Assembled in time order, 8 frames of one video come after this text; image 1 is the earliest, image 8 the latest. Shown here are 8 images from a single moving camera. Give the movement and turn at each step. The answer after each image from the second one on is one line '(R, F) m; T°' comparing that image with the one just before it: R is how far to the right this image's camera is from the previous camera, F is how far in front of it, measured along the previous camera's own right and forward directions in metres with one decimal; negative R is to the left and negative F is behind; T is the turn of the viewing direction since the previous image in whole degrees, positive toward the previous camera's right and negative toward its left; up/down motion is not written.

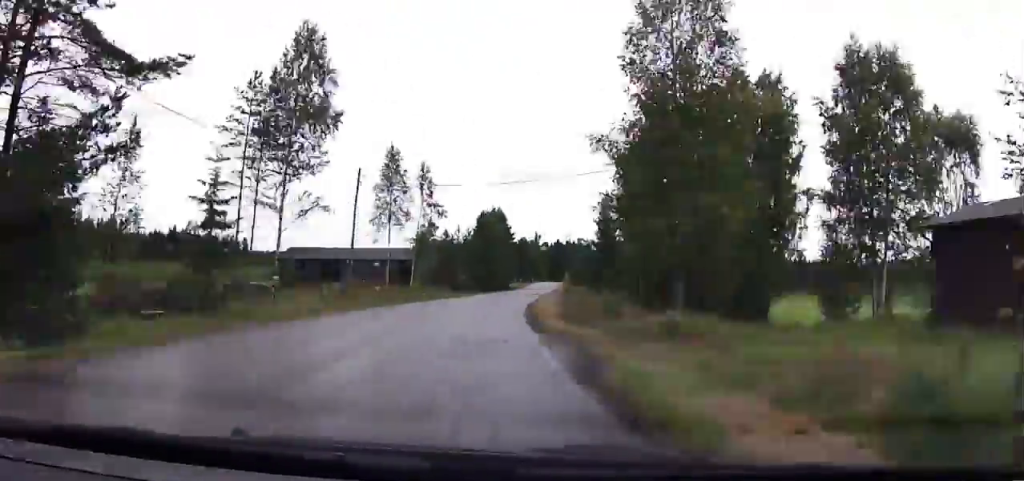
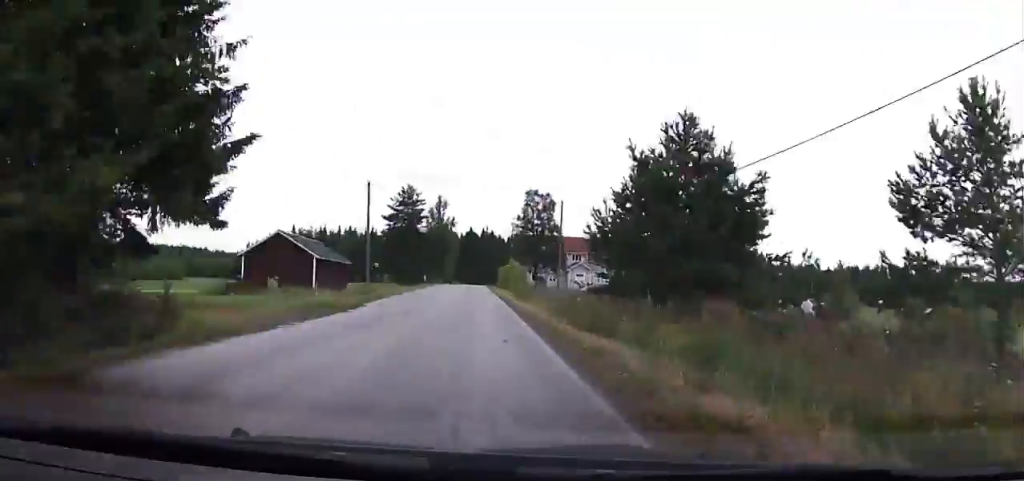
(+6.3, +102.5) m; +5°
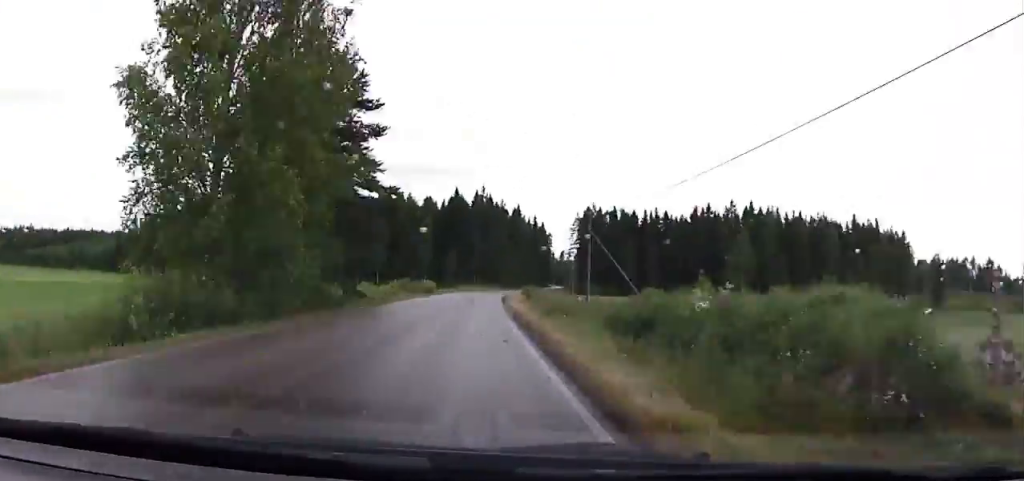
(+3.5, +102.9) m; +4°
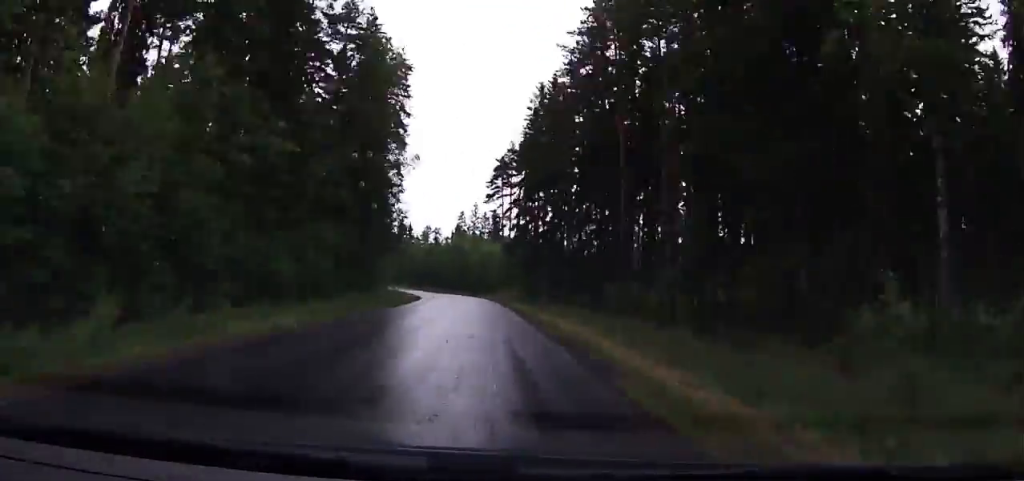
(+11.9, +206.1) m; -4°
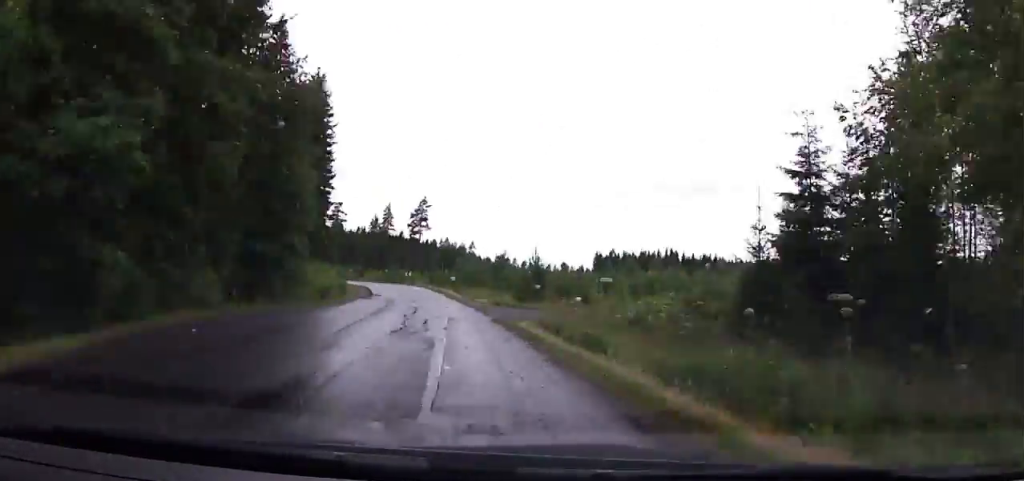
(-38.6, +189.6) m; -27°
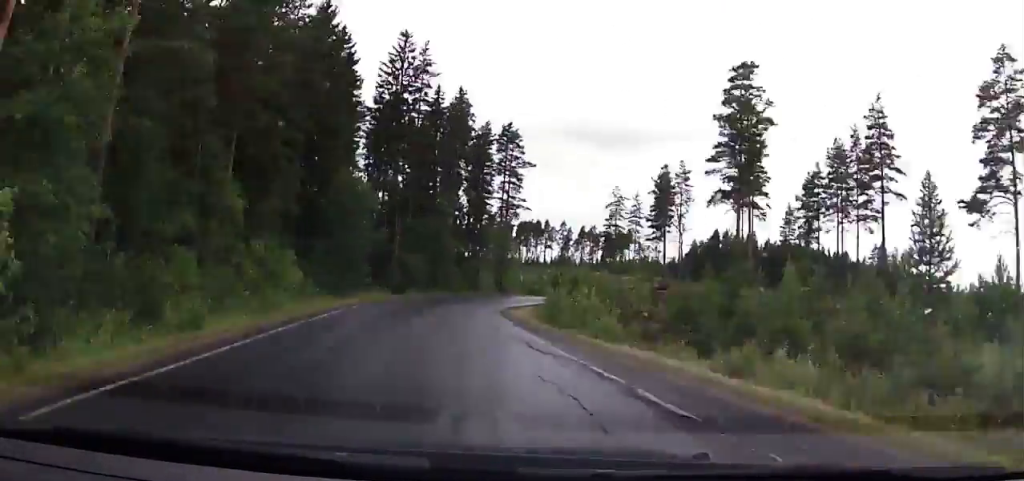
(-19.0, +118.9) m; -4°
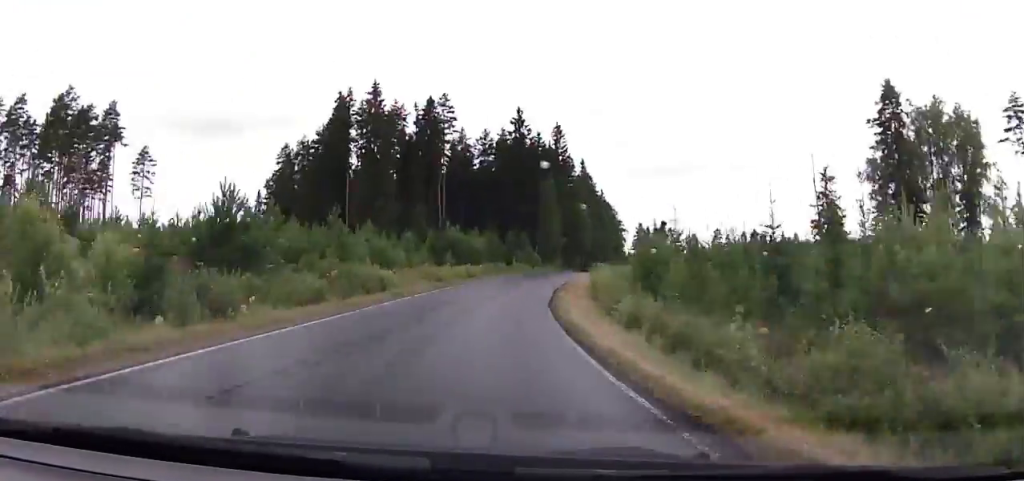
(+15.3, +179.0) m; +14°
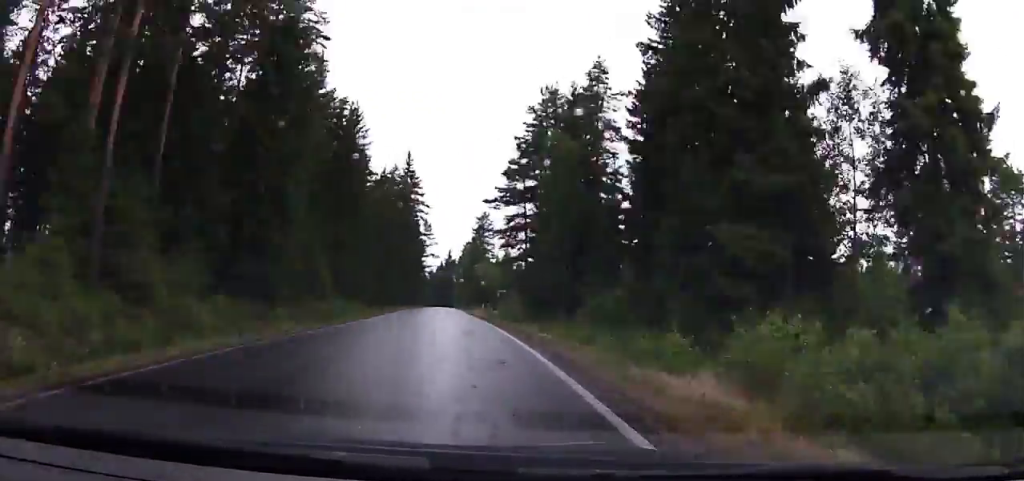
(+30.6, +244.6) m; +4°
